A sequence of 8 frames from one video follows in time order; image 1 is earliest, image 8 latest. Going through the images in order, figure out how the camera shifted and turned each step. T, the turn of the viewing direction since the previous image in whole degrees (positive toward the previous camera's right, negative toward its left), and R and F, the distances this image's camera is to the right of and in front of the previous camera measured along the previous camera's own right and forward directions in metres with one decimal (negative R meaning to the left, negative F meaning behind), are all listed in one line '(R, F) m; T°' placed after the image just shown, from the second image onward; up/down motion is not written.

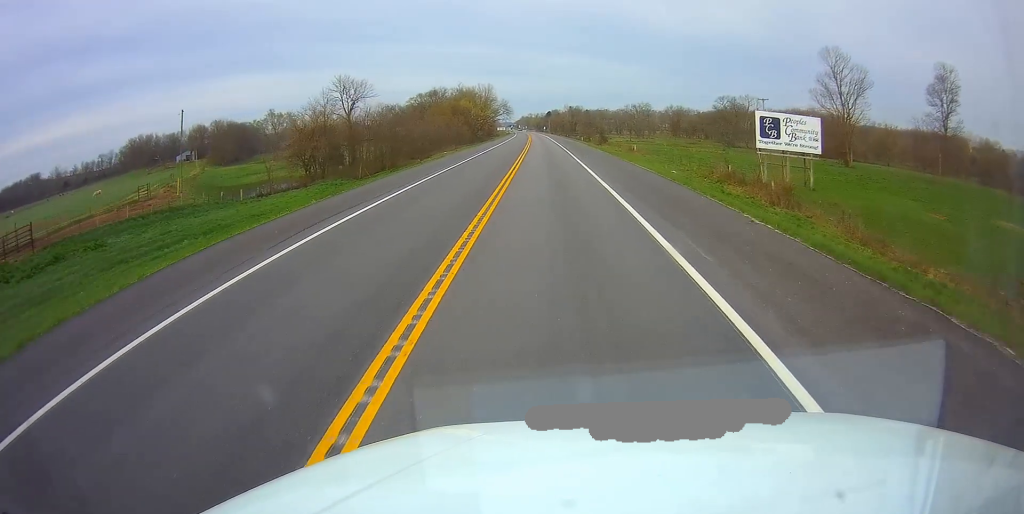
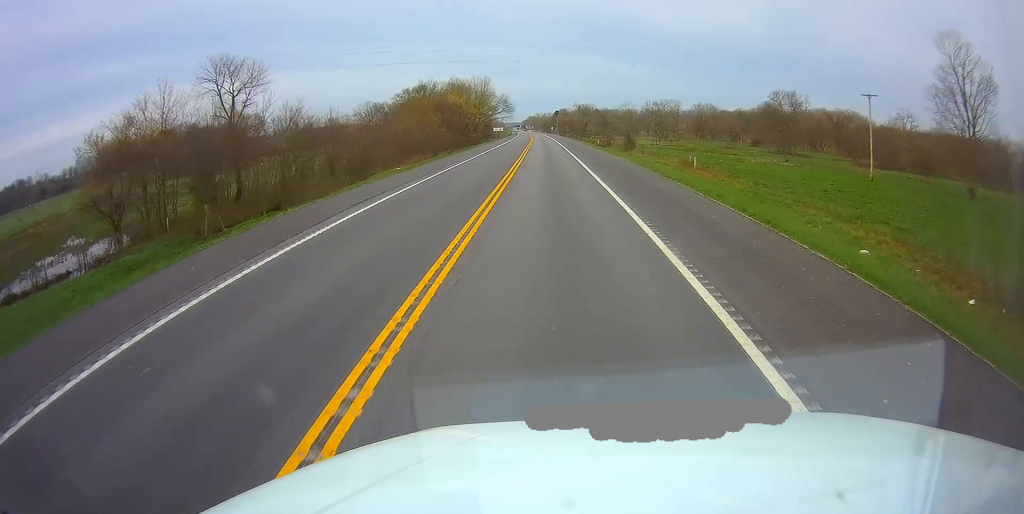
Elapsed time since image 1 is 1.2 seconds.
(-0.1, +31.3) m; -1°
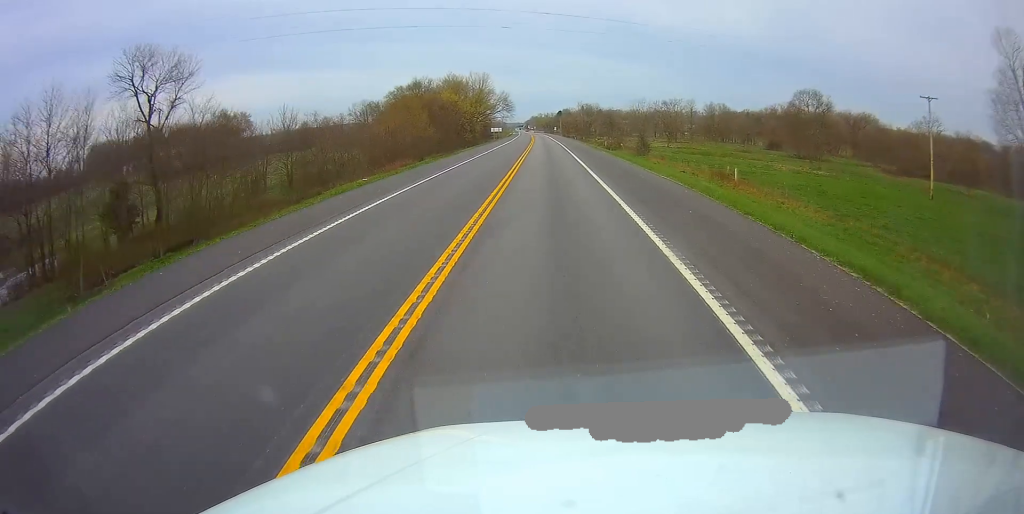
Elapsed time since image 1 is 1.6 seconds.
(0.0, +10.9) m; 0°
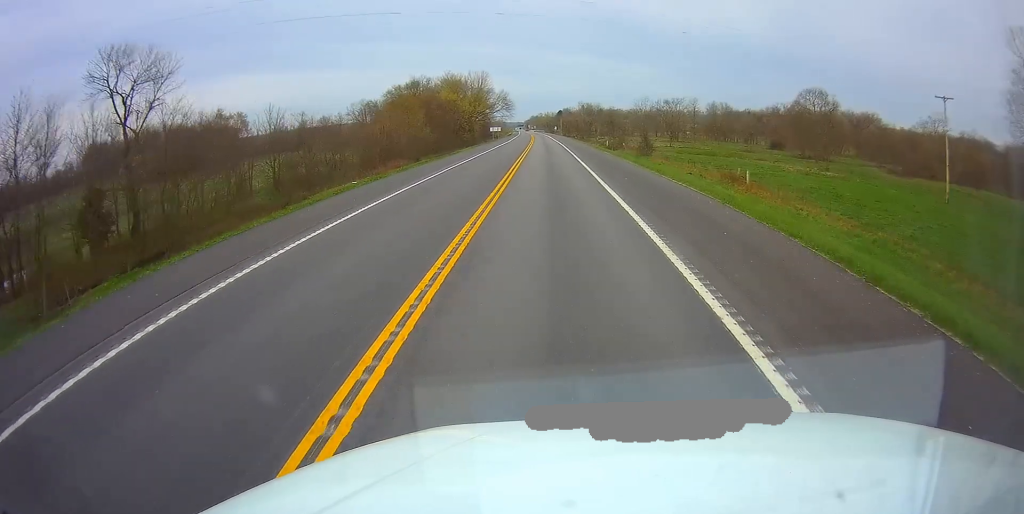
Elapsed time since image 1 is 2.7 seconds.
(-0.2, +28.5) m; 0°
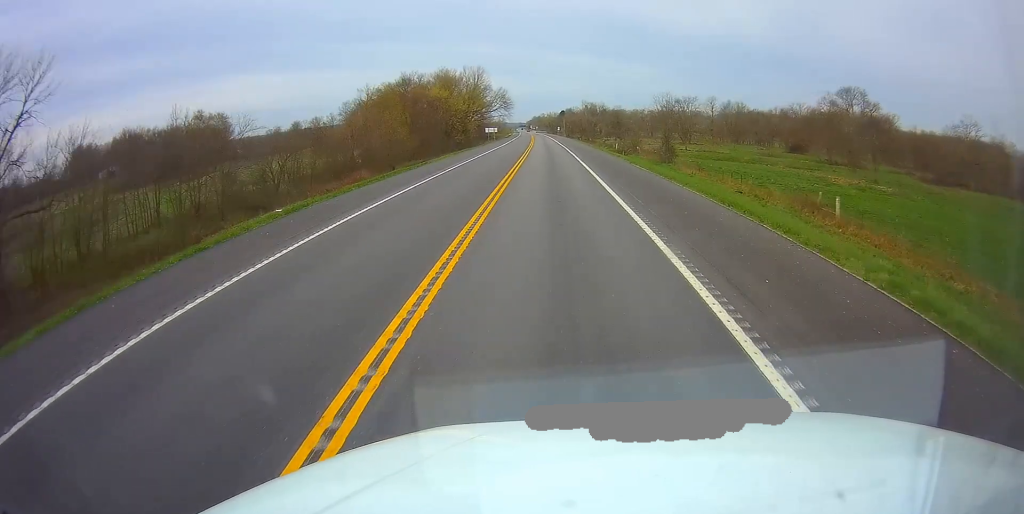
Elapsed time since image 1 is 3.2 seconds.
(-0.1, +13.8) m; +1°
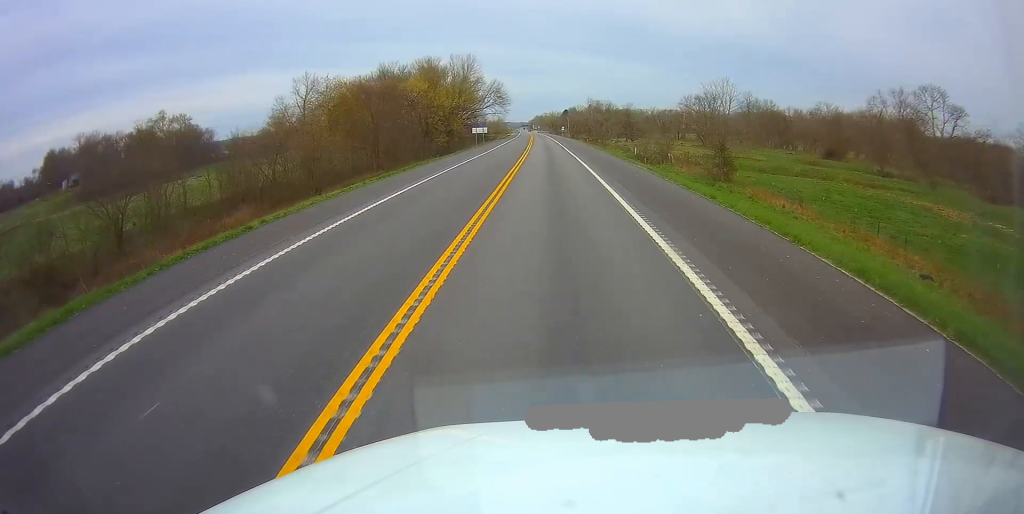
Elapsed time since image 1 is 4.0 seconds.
(+0.3, +23.0) m; 0°
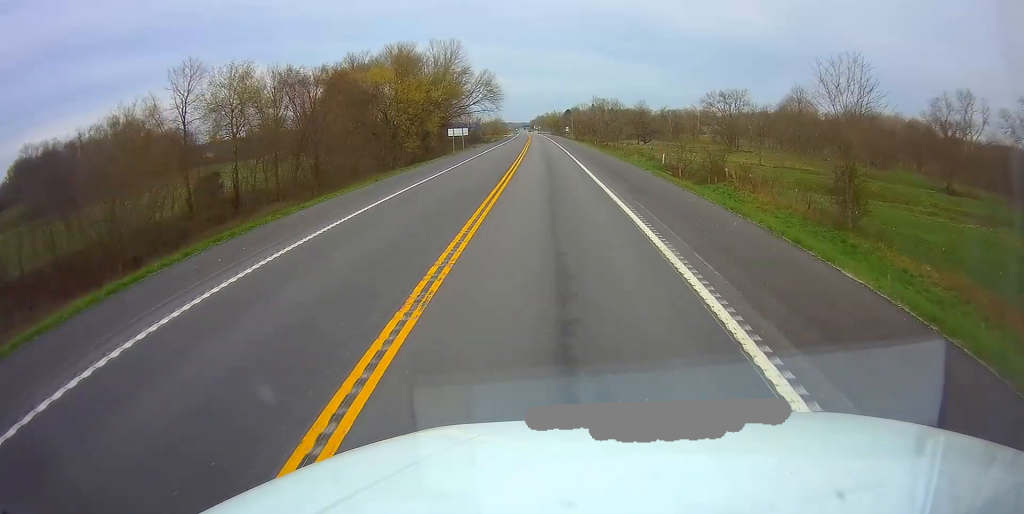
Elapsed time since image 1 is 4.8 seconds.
(-0.1, +23.6) m; -1°
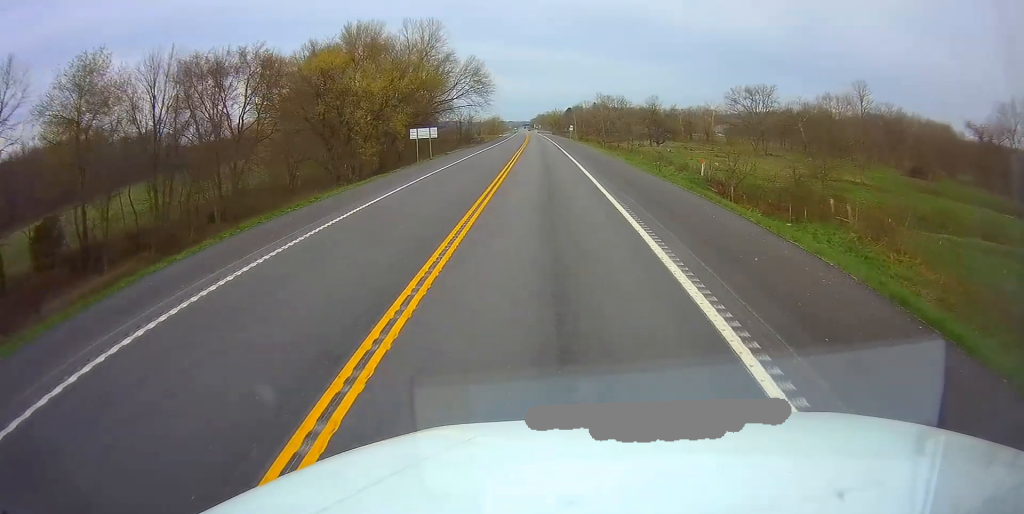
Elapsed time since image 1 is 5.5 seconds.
(-0.2, +19.9) m; -1°
